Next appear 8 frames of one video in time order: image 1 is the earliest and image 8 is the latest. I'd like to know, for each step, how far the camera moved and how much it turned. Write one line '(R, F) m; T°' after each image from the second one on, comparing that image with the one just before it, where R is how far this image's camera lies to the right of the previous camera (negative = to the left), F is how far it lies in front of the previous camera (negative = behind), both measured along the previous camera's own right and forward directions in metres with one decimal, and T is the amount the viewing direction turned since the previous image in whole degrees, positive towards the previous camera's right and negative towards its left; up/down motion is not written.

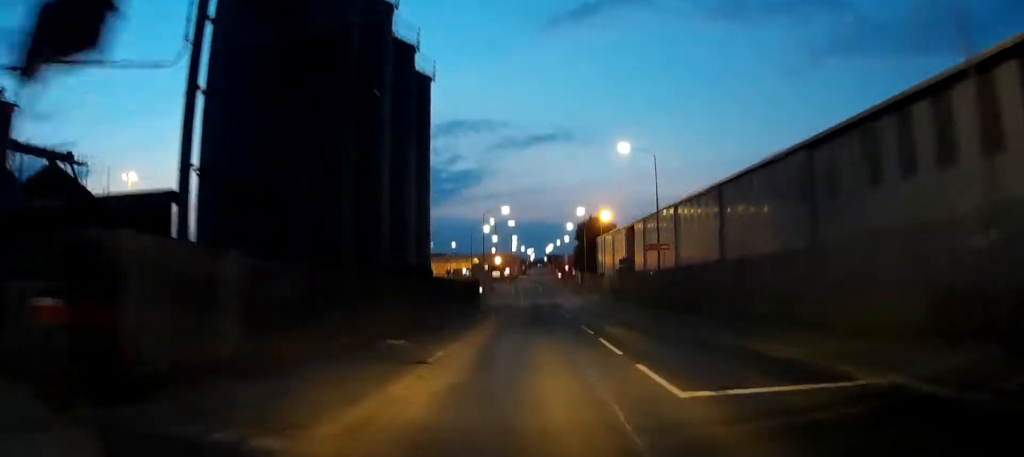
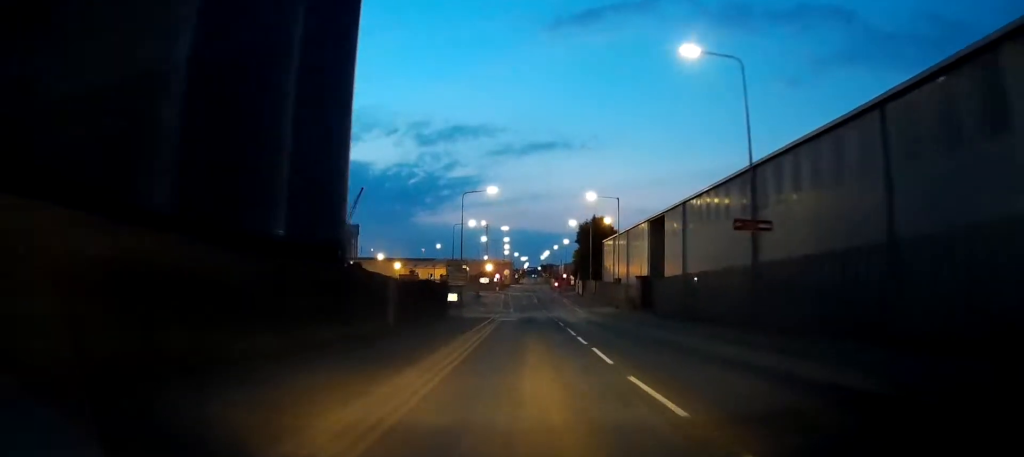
(-0.4, +19.0) m; -1°
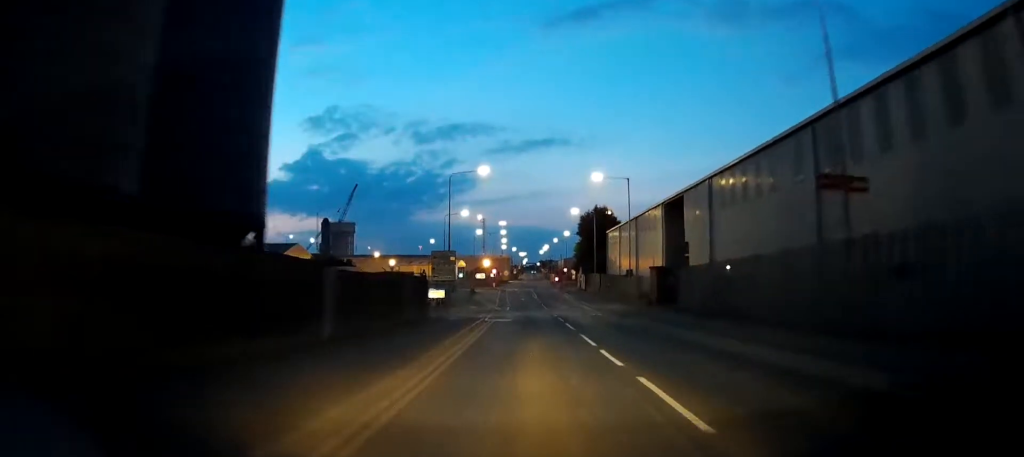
(+0.1, +7.5) m; 0°
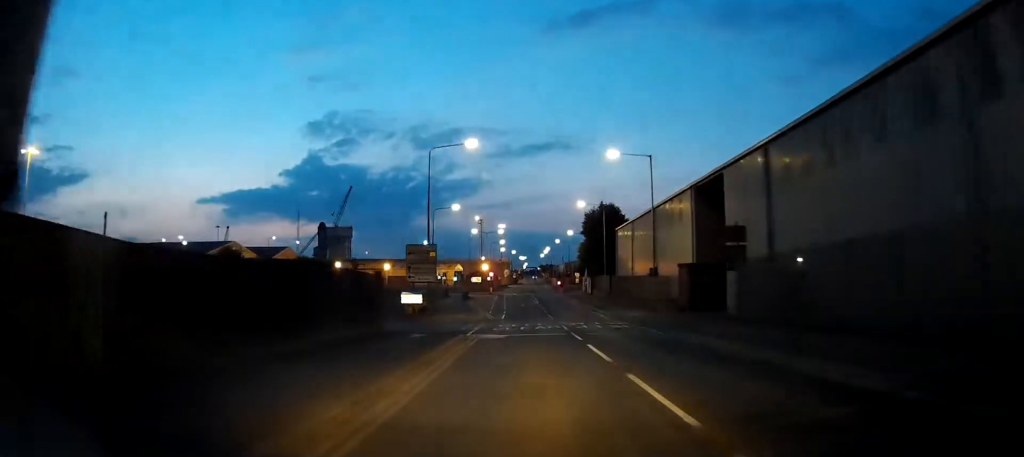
(0.0, +10.0) m; -1°
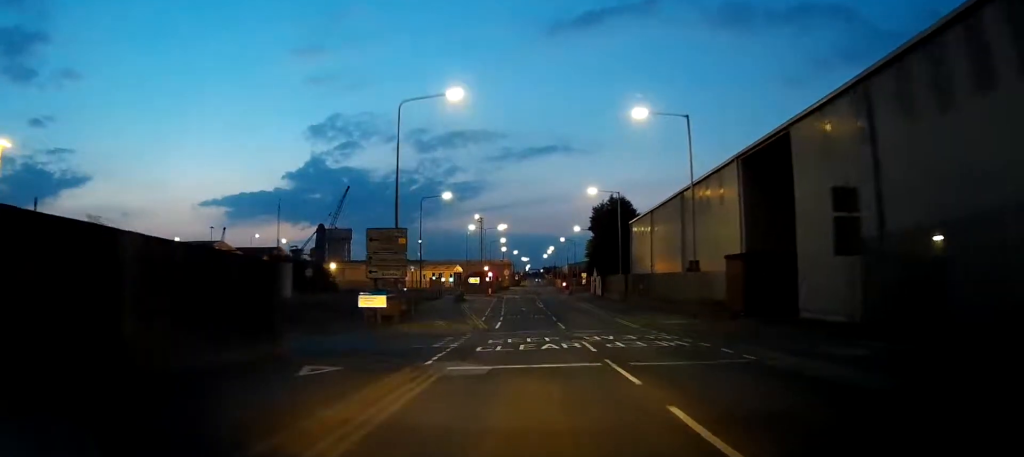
(-0.2, +10.0) m; -2°
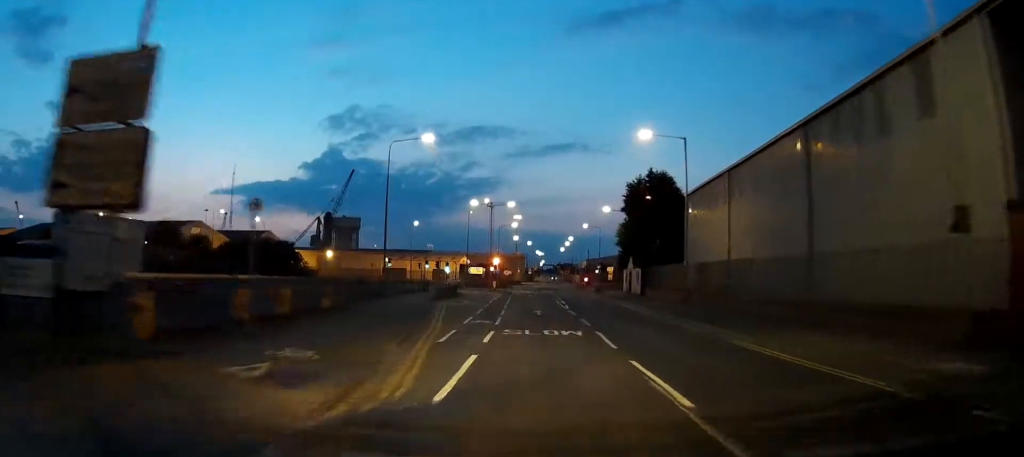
(-0.1, +21.1) m; 0°
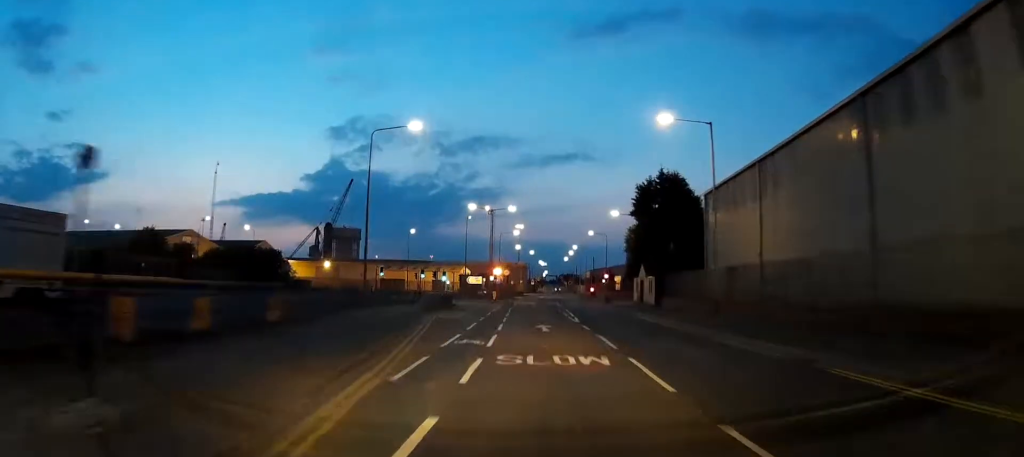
(0.0, +5.7) m; 0°
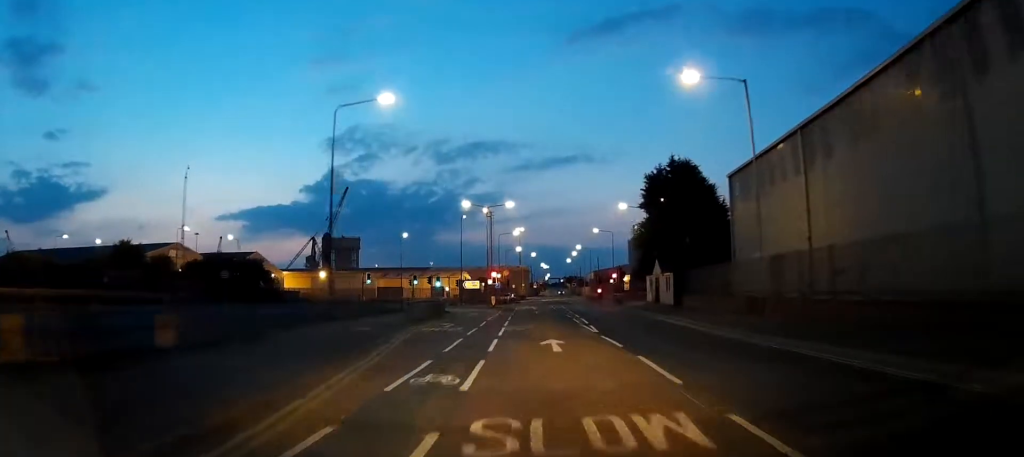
(-0.1, +6.9) m; 0°
